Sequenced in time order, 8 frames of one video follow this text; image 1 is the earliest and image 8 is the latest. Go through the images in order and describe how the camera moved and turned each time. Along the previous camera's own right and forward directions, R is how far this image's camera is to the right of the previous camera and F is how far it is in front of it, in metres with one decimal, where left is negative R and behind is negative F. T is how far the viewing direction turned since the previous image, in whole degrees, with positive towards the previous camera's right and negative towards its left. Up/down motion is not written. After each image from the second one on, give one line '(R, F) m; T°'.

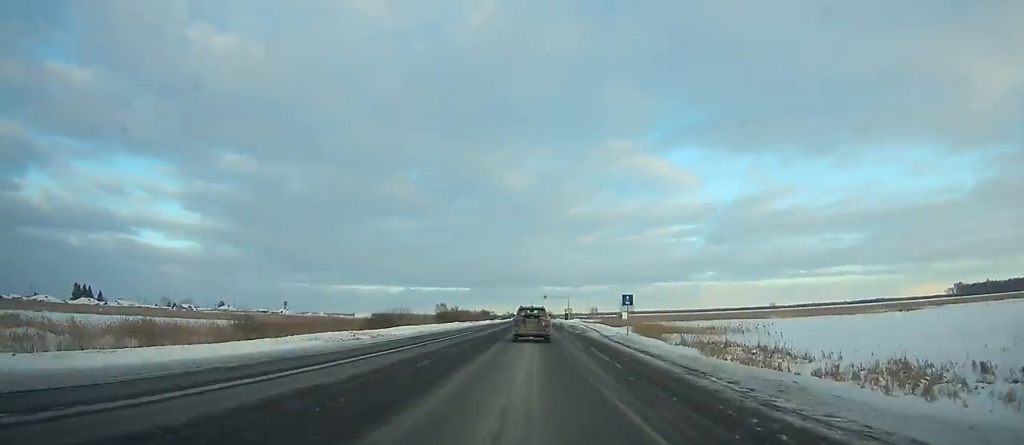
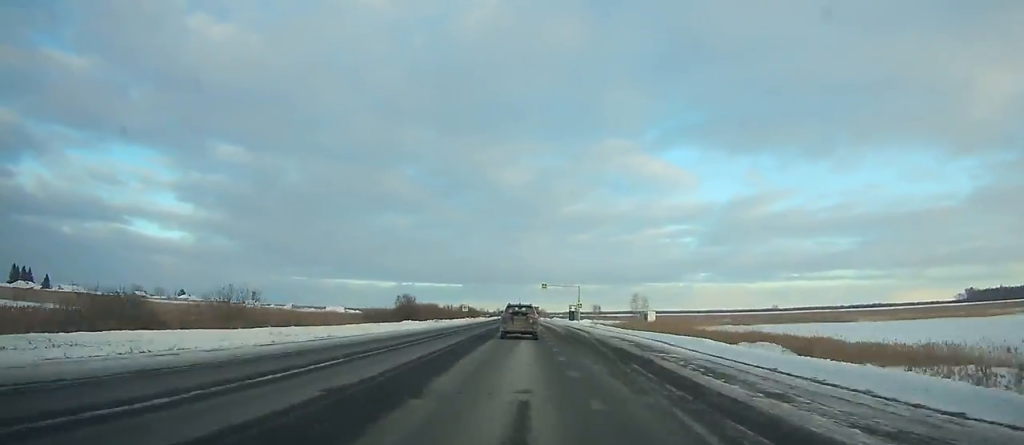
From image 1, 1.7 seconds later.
(-0.2, +46.5) m; 0°
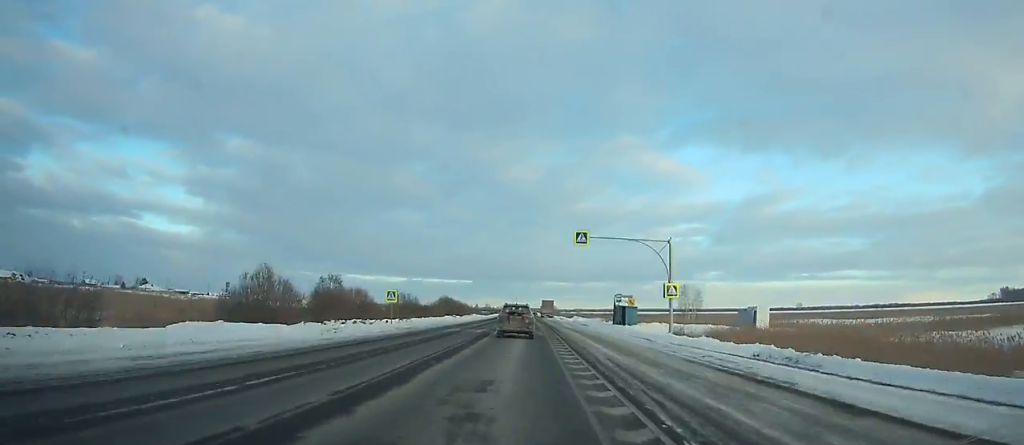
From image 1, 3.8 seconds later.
(+0.2, +57.3) m; 0°
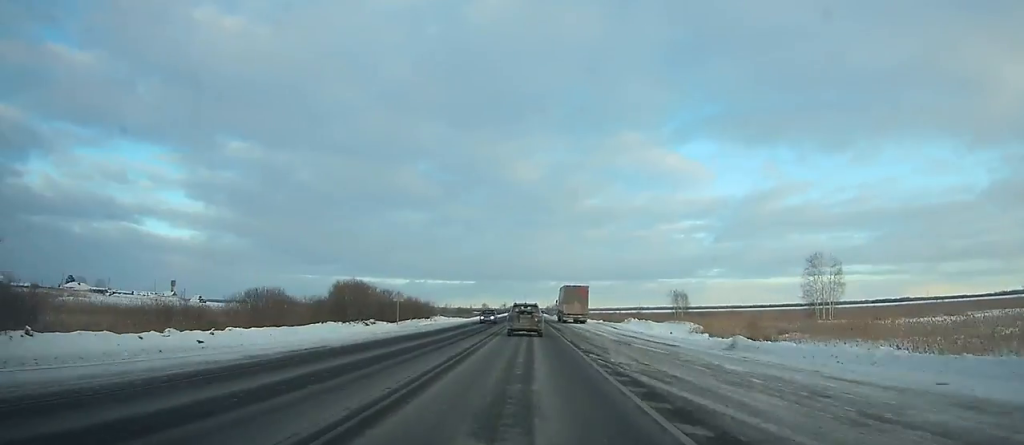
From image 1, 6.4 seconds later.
(-0.6, +70.6) m; 0°
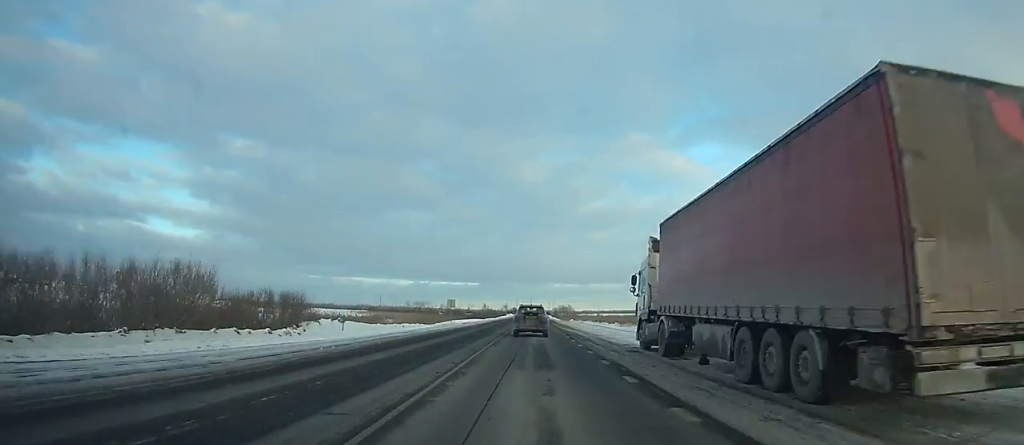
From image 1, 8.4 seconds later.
(-0.1, +54.7) m; 0°
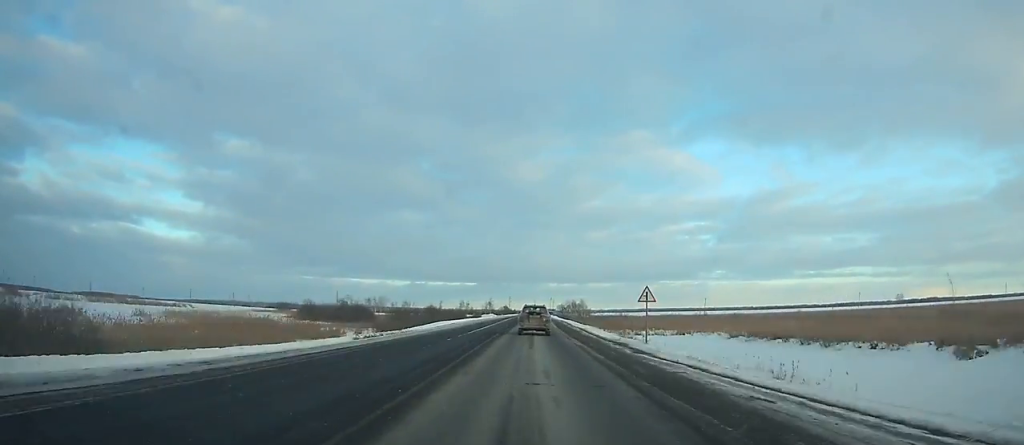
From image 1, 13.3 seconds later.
(+0.4, +135.2) m; 0°
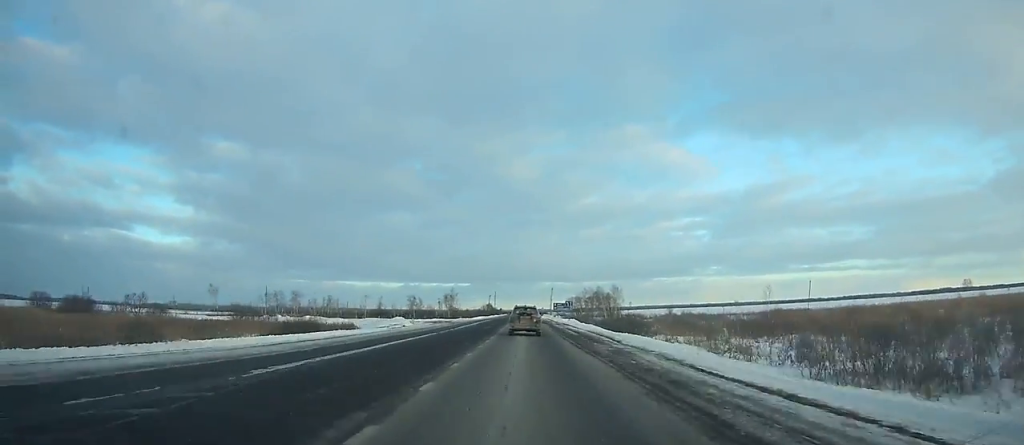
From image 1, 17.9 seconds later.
(+0.8, +128.6) m; 0°
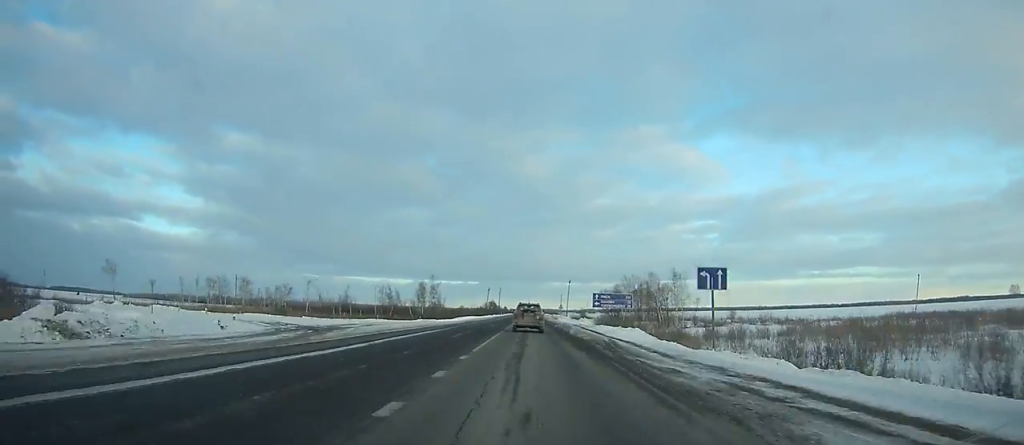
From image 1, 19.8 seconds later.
(-0.1, +53.4) m; 0°
